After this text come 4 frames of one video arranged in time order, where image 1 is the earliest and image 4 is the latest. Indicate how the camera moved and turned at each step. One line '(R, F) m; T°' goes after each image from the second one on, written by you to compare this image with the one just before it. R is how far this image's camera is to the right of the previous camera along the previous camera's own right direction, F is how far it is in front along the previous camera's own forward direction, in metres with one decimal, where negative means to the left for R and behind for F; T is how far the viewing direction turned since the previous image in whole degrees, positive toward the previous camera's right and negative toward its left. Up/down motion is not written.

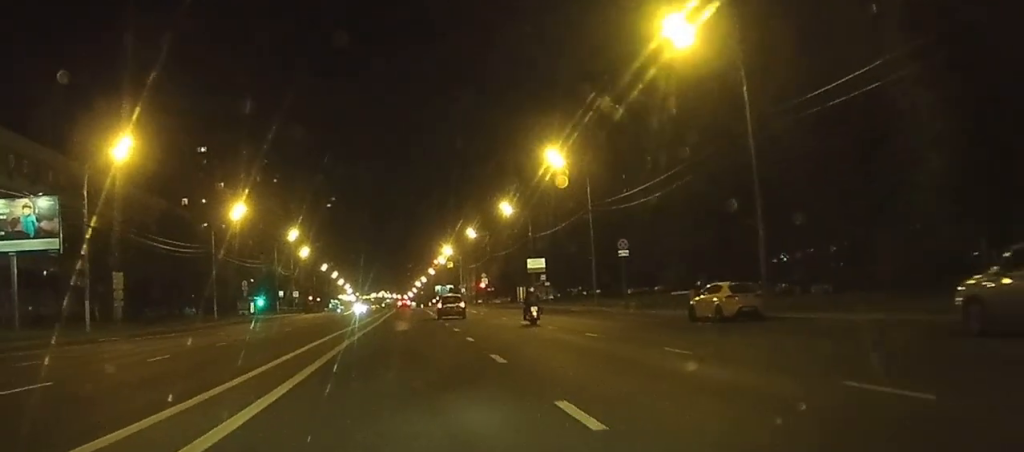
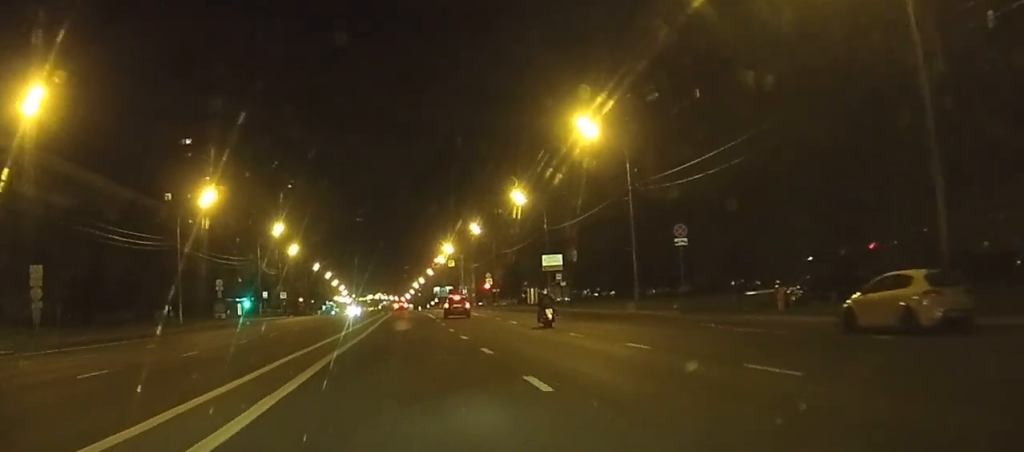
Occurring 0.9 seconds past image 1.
(+0.1, +13.1) m; +1°
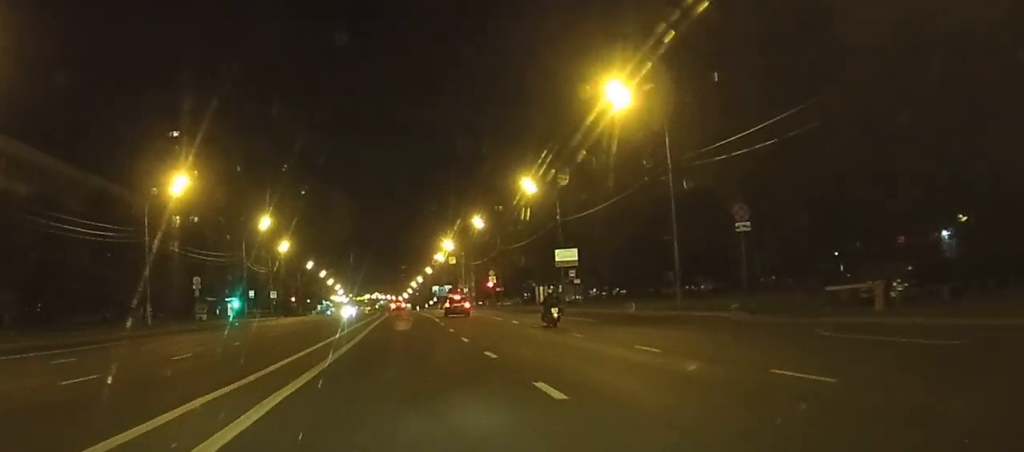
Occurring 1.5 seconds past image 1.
(0.0, +9.2) m; +1°
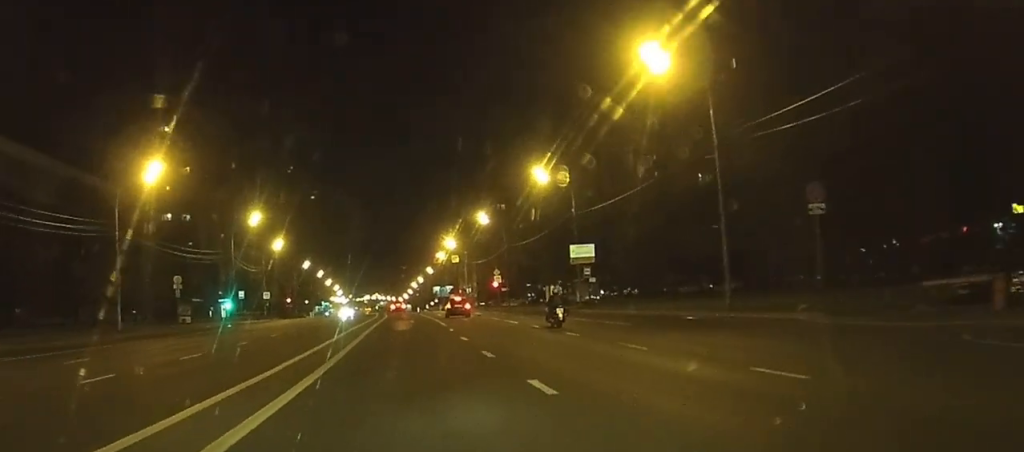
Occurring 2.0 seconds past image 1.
(+0.1, +7.2) m; 0°
